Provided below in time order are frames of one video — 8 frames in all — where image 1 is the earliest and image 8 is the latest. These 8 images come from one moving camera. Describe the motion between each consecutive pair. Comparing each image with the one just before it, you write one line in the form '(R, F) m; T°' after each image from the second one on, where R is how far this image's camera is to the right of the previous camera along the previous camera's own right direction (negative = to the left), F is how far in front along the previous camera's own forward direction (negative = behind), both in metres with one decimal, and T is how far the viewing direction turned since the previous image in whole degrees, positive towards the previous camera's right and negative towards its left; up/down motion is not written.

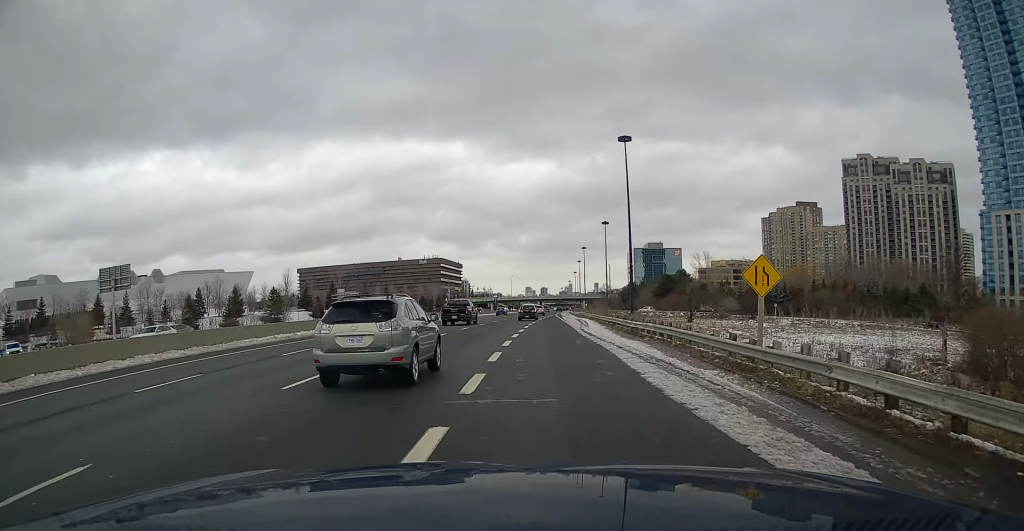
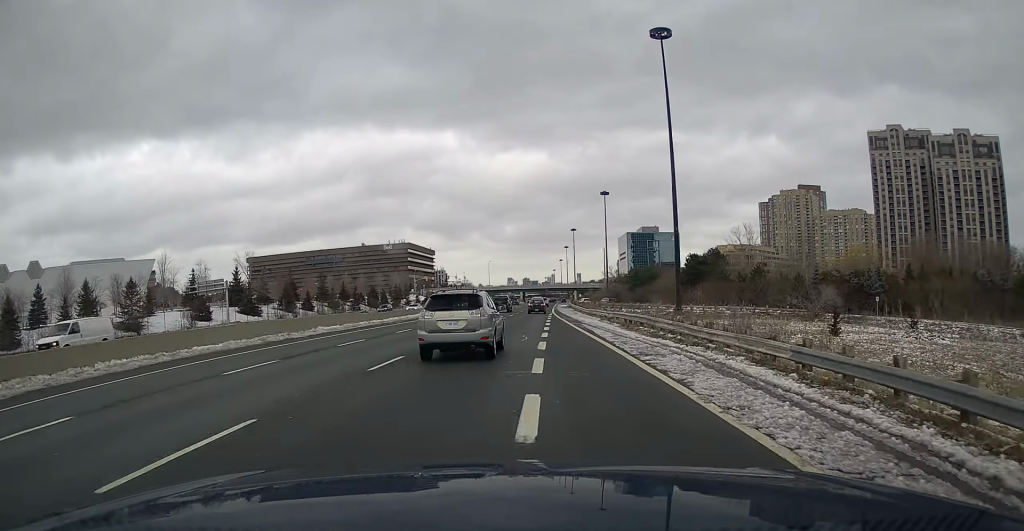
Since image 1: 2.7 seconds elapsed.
(+0.7, +52.4) m; +1°
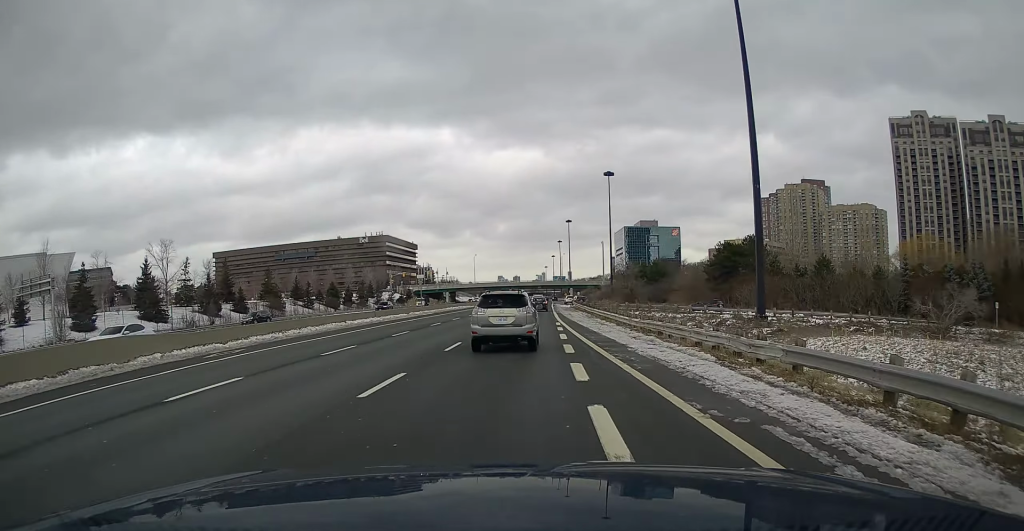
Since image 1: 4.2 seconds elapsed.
(+0.2, +32.6) m; +1°
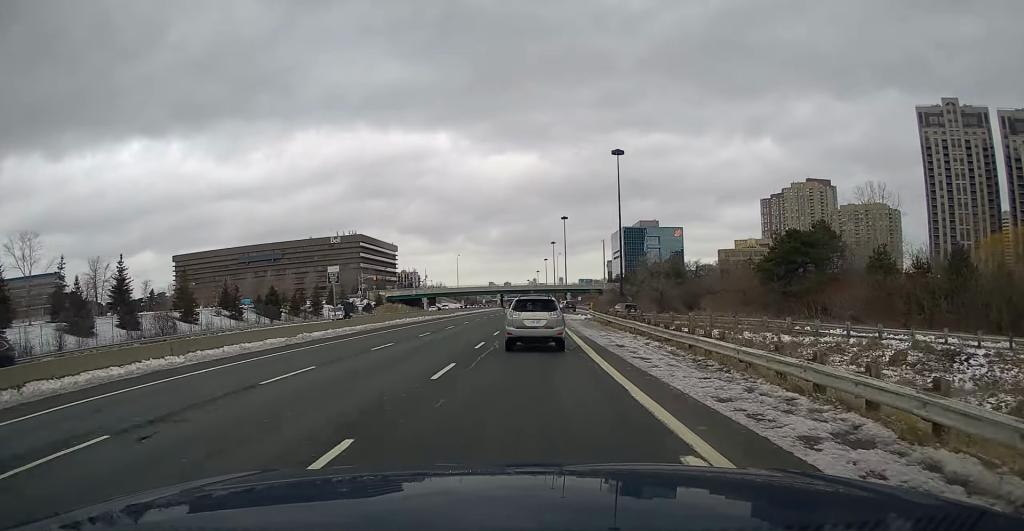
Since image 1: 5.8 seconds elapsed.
(+0.1, +37.5) m; 0°
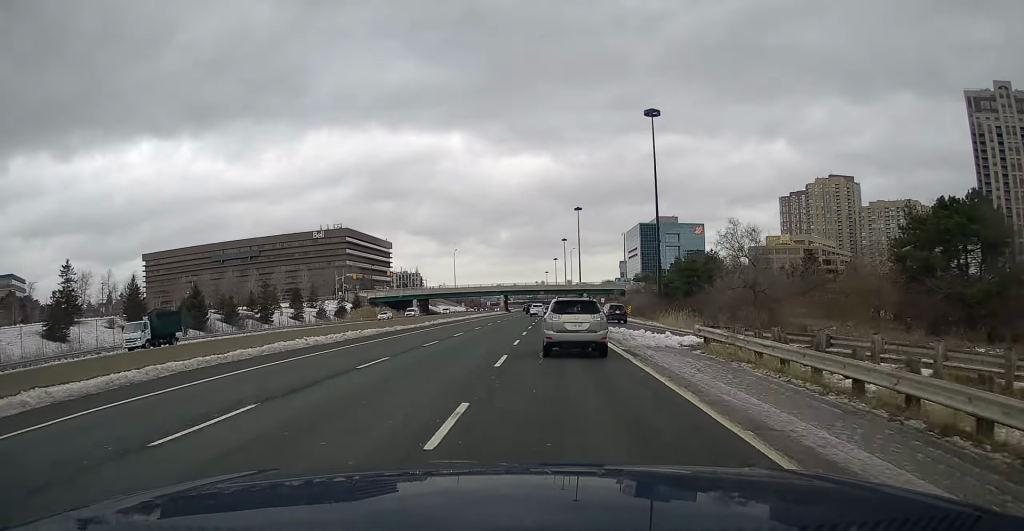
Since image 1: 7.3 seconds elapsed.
(0.0, +34.8) m; 0°
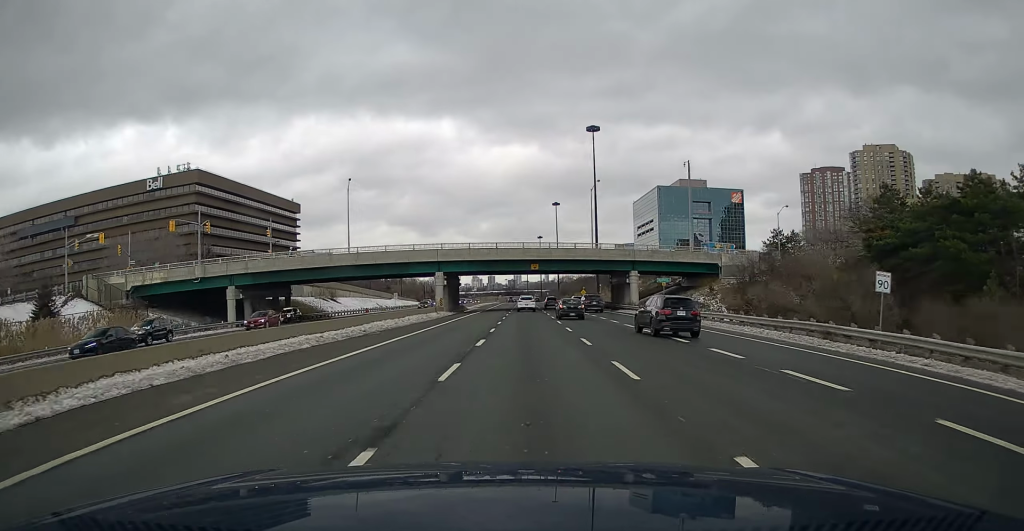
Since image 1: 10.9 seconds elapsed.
(+0.7, +99.9) m; +1°
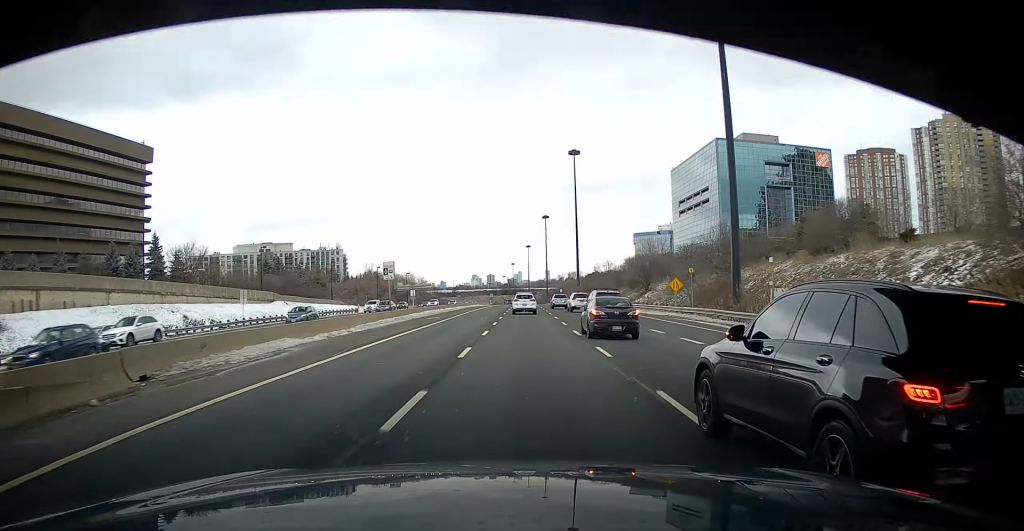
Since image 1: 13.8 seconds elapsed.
(+0.7, +82.4) m; 0°
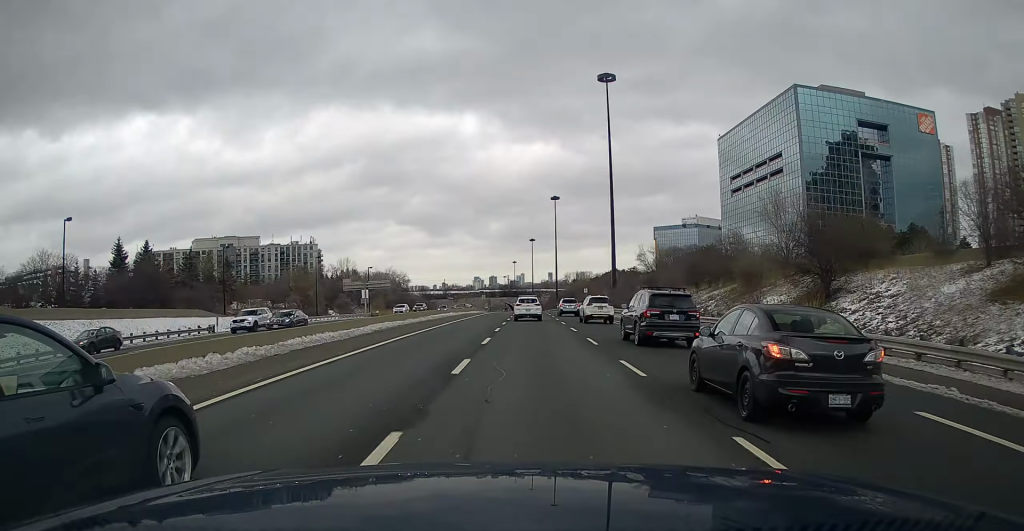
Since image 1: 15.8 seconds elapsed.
(+0.2, +57.9) m; 0°
